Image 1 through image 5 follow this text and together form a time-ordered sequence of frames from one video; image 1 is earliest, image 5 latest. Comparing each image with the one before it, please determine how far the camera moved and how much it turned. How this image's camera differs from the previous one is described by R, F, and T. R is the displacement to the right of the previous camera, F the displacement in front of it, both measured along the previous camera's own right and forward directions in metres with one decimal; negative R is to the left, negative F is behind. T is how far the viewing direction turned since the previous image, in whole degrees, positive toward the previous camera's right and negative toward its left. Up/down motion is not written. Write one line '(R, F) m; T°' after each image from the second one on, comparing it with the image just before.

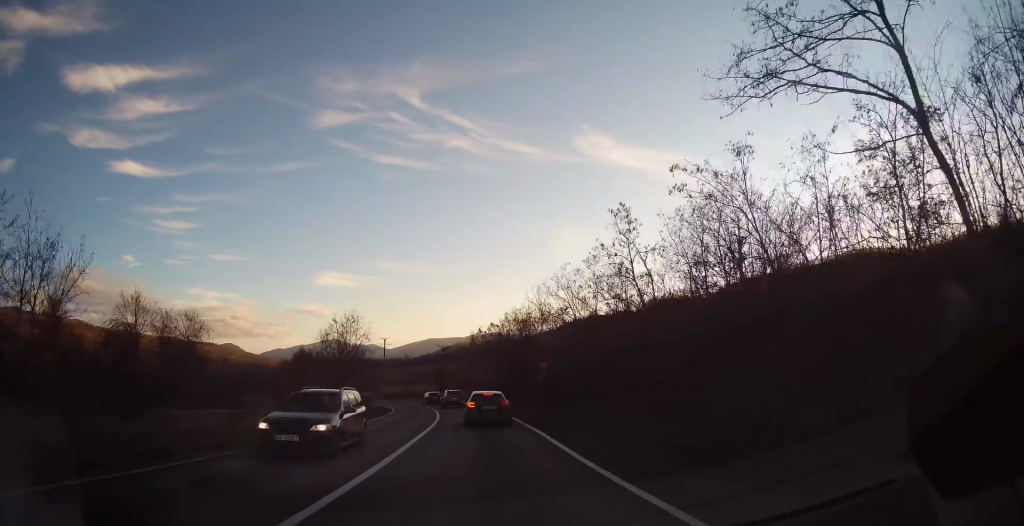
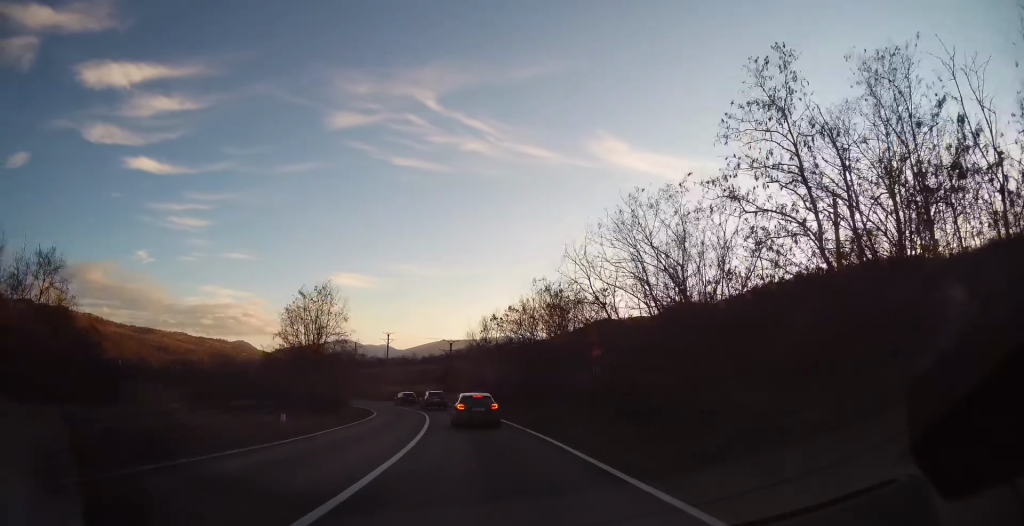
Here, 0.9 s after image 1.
(-0.3, +14.2) m; -2°
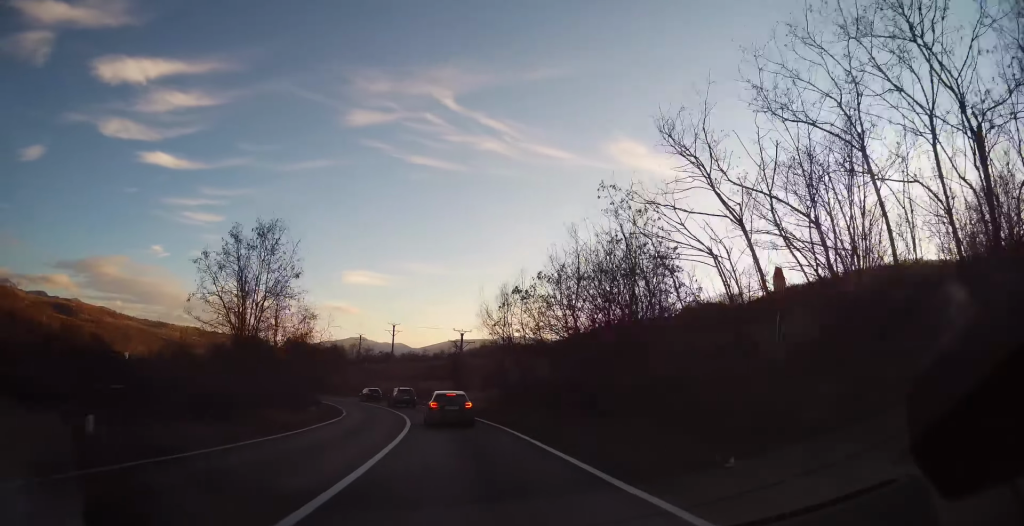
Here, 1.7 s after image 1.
(-0.3, +14.2) m; -3°
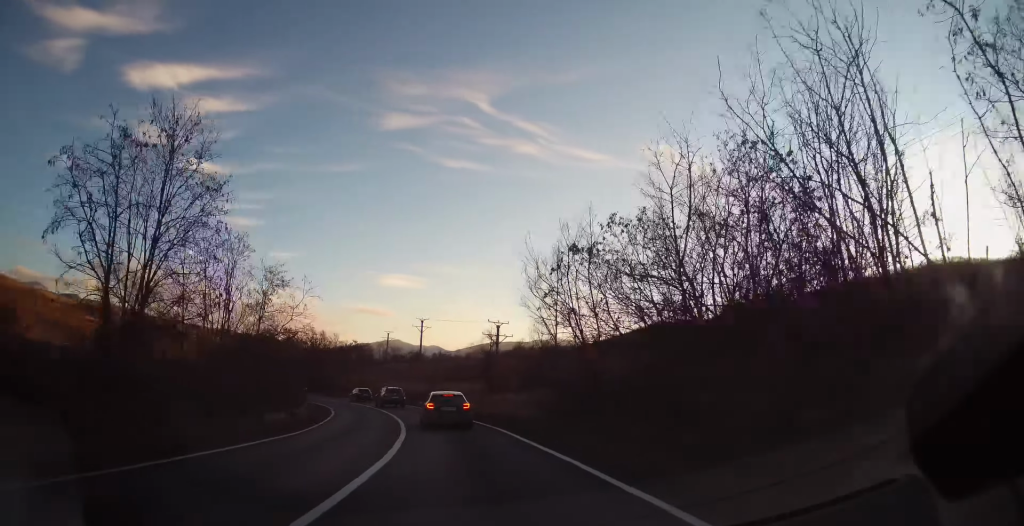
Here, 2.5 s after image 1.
(-0.1, +11.9) m; -3°
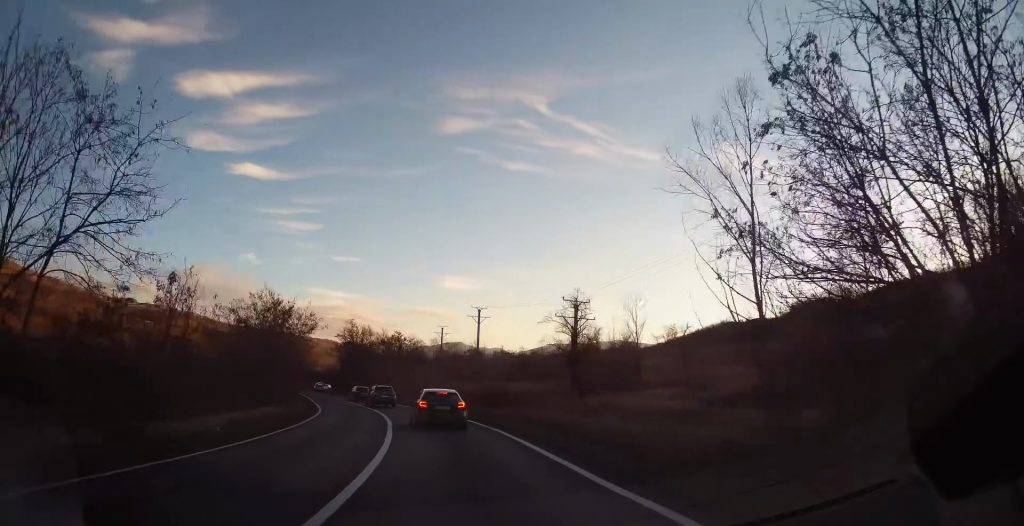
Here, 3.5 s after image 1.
(-0.9, +16.4) m; -6°
